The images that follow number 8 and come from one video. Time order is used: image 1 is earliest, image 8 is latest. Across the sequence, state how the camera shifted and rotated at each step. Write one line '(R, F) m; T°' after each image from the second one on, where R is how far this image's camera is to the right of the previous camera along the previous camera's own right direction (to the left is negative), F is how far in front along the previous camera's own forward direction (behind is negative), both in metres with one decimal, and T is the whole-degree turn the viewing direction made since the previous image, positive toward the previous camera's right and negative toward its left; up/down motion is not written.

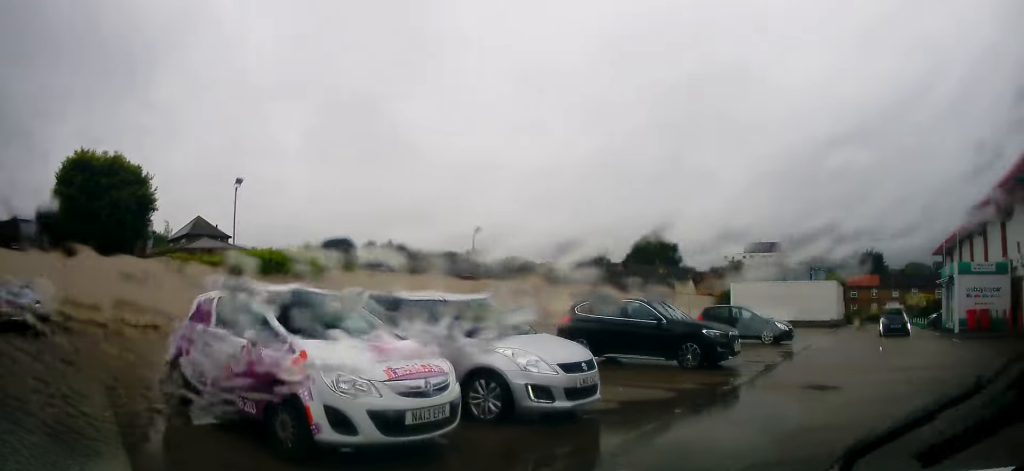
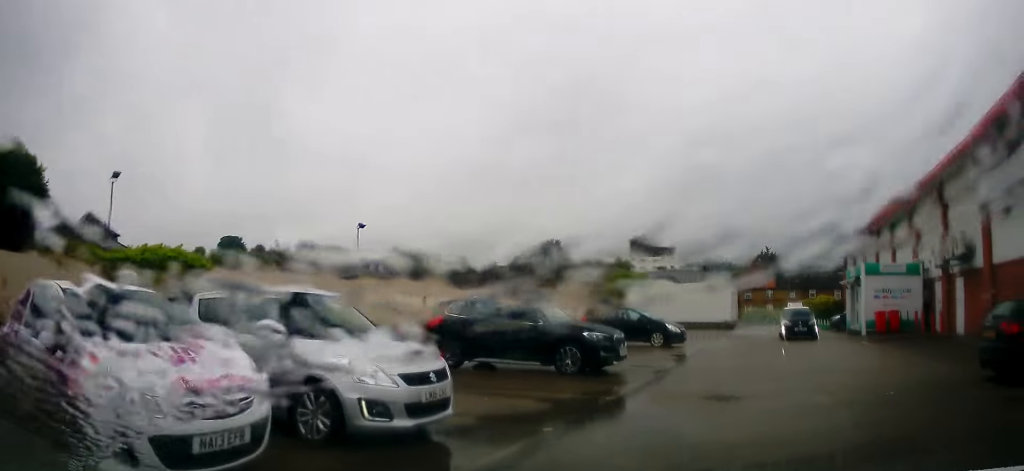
(+0.2, +1.3) m; +17°
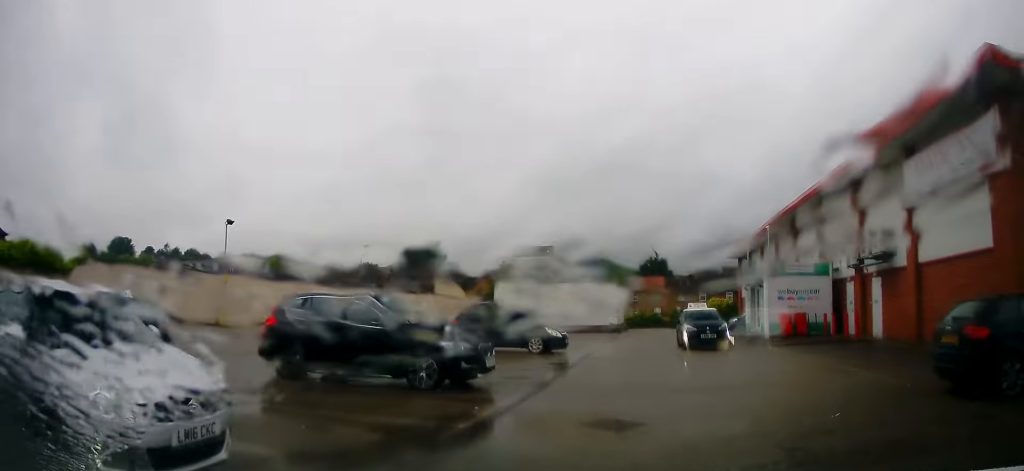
(+0.5, +2.0) m; +17°
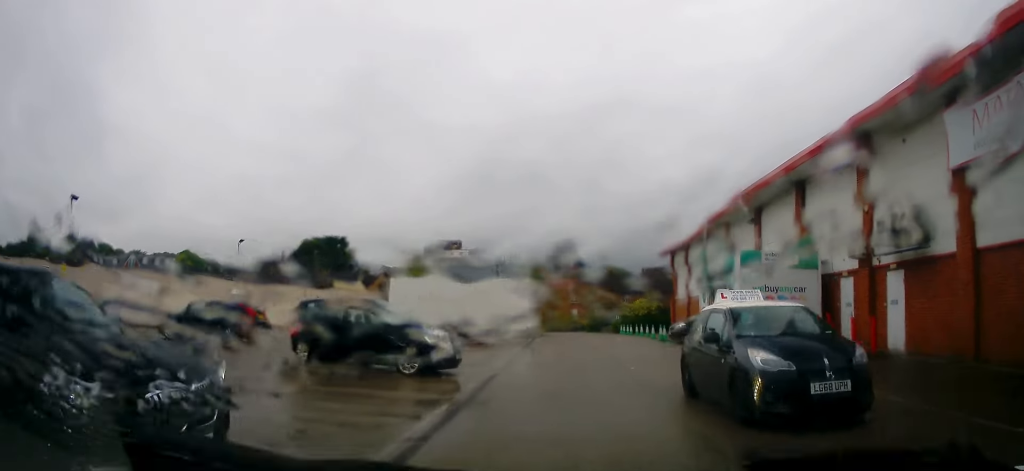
(-0.8, +6.7) m; -12°
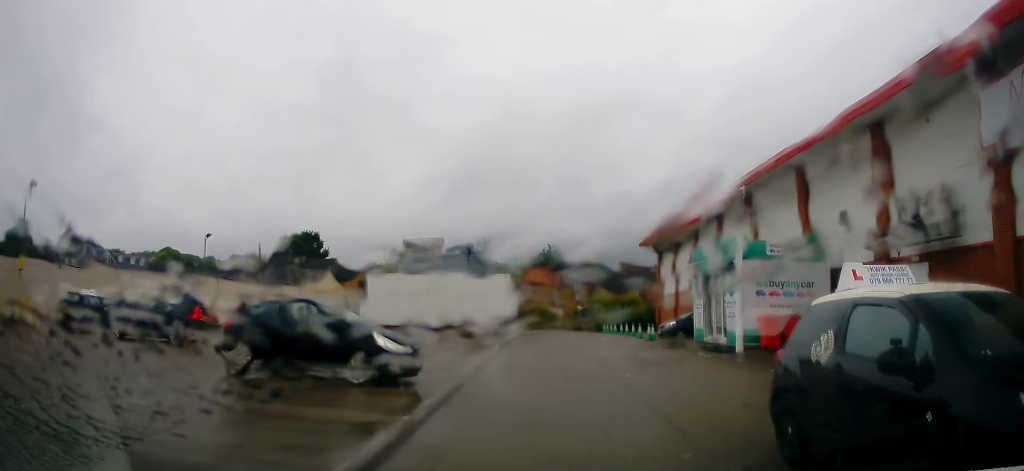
(-0.4, +2.3) m; +3°
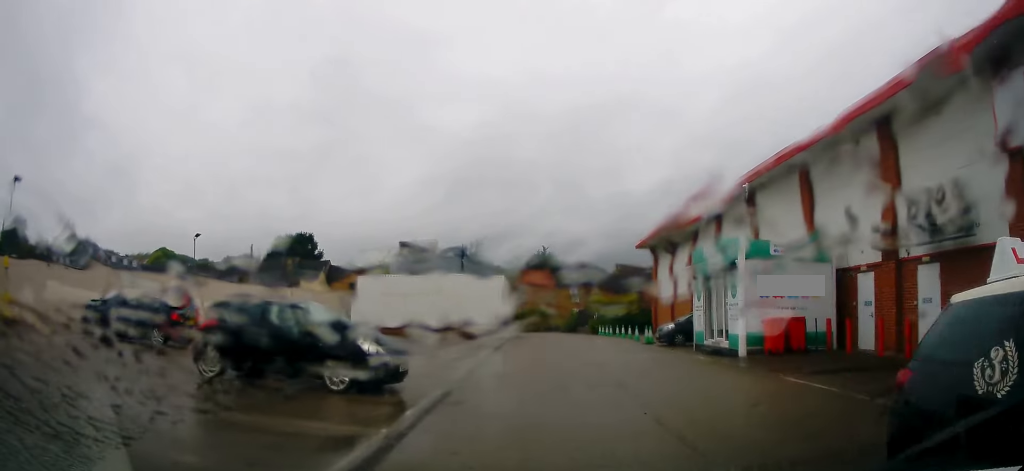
(+0.4, +1.0) m; 0°
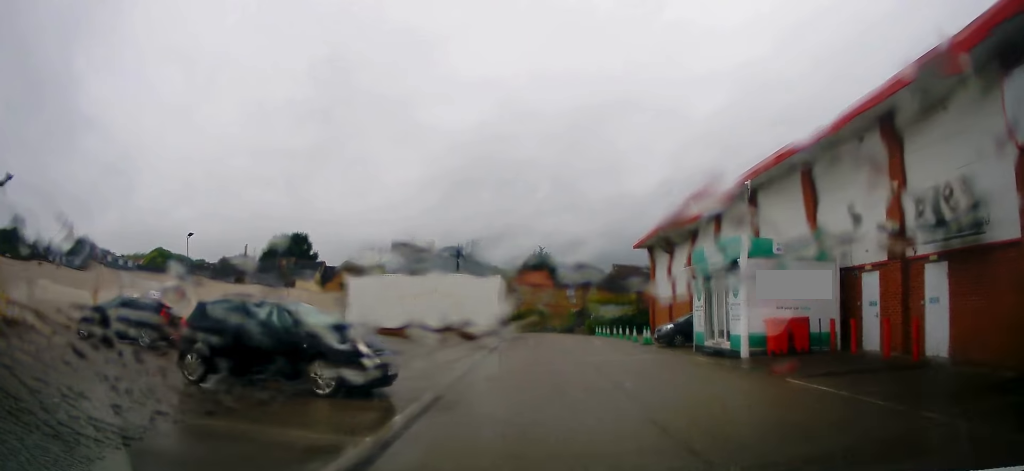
(0.0, +0.6) m; 0°
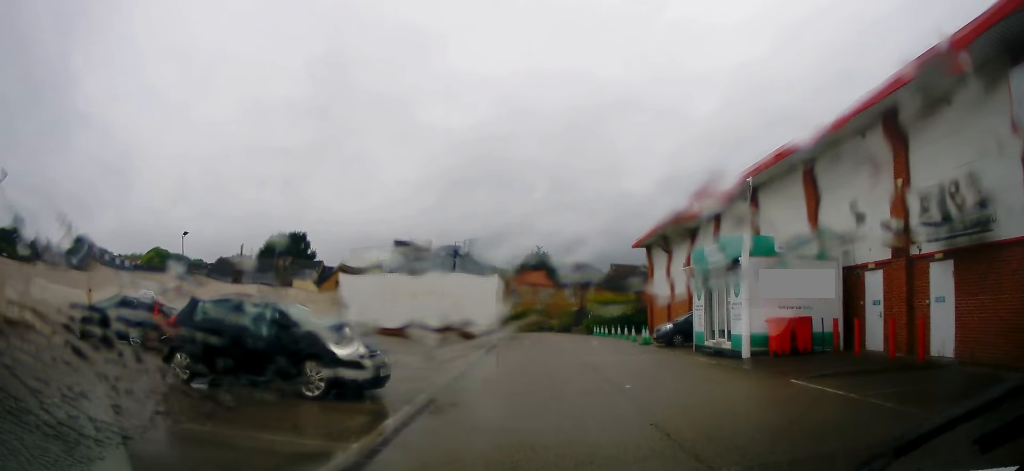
(-0.1, +0.5) m; 0°
